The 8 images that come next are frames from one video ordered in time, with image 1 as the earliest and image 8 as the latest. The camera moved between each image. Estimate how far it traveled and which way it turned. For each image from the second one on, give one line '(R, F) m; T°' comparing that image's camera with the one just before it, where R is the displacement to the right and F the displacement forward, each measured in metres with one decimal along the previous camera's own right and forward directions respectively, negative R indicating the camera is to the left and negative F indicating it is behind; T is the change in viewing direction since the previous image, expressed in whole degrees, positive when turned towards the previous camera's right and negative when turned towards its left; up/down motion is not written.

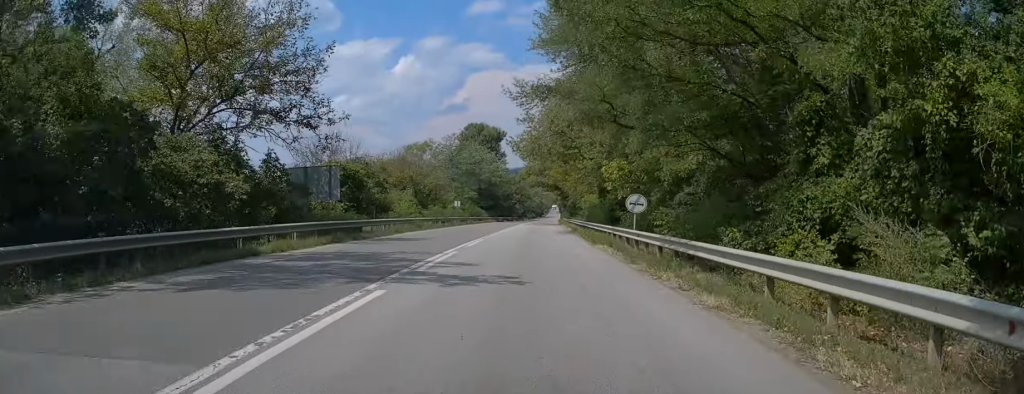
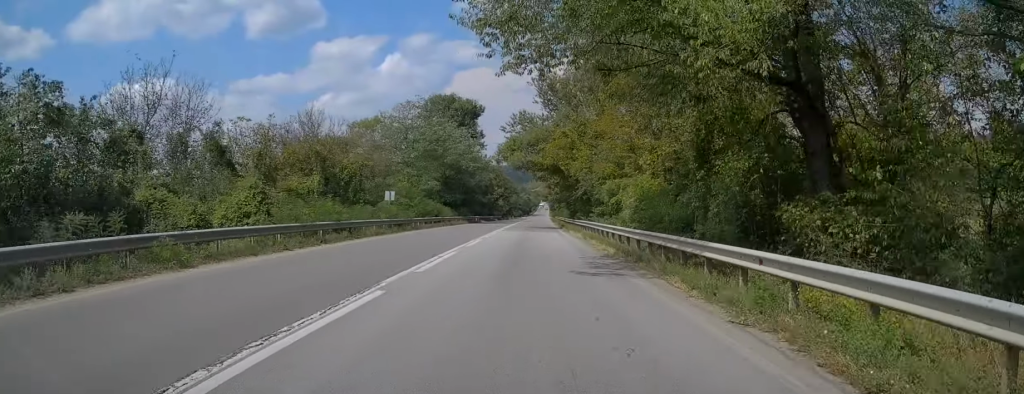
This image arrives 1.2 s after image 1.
(+0.1, +27.0) m; 0°
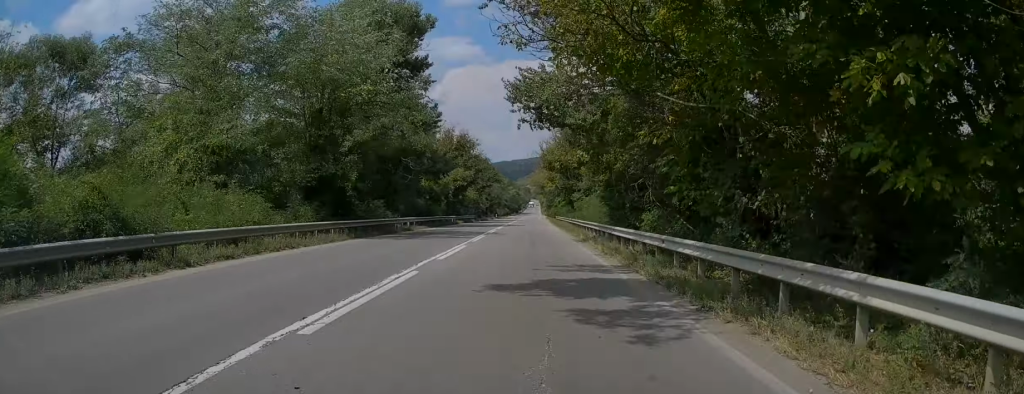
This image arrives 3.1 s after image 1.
(+0.3, +42.2) m; 0°
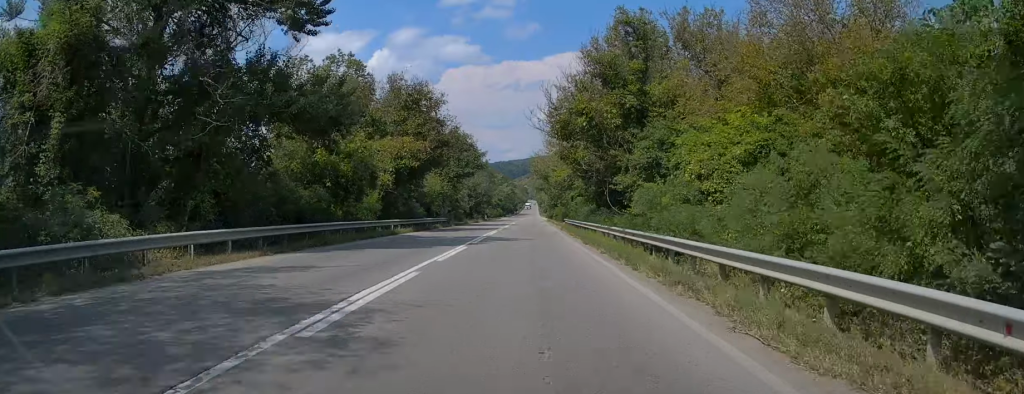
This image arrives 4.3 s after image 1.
(-0.4, +27.3) m; 0°
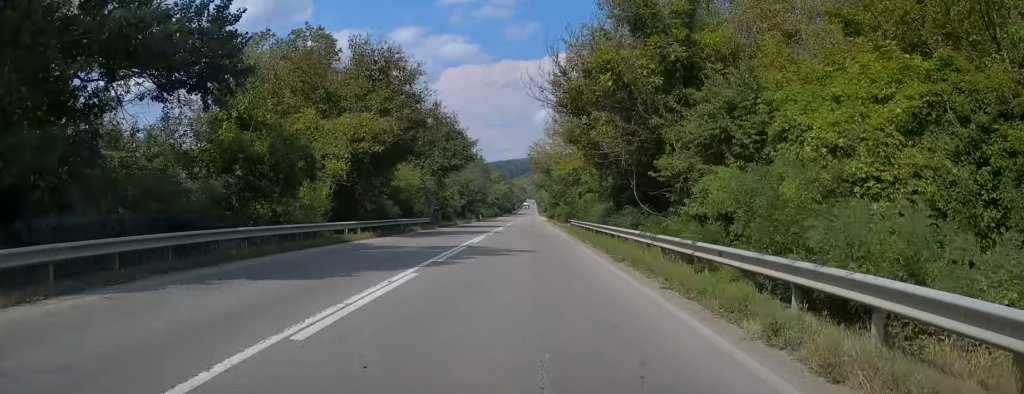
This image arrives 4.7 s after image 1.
(-0.1, +9.1) m; +1°
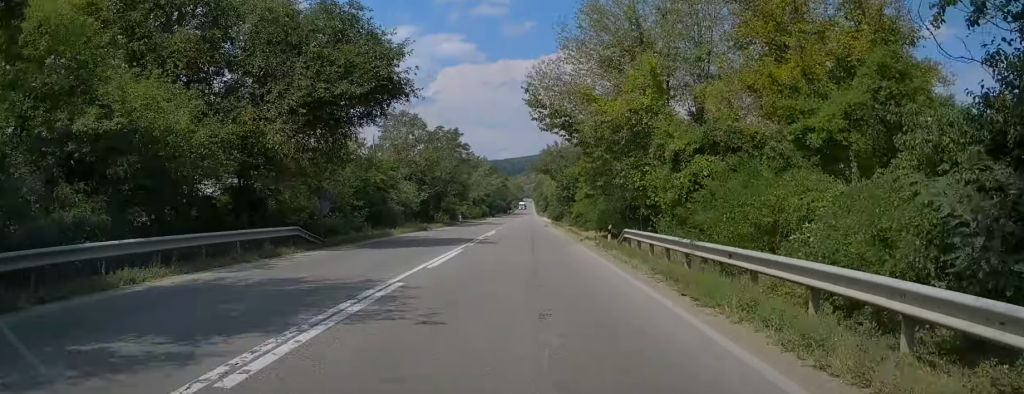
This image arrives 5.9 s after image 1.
(+0.5, +28.6) m; +1°
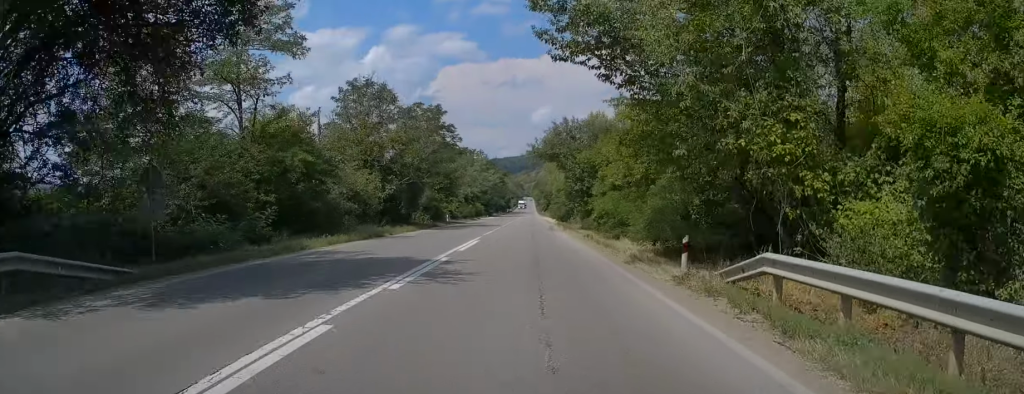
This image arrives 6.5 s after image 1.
(-0.2, +12.8) m; 0°
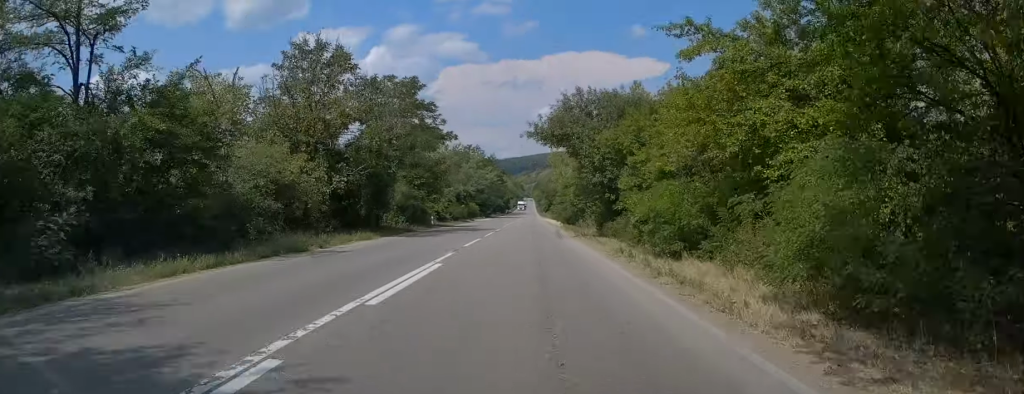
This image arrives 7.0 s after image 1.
(-0.2, +10.6) m; 0°
